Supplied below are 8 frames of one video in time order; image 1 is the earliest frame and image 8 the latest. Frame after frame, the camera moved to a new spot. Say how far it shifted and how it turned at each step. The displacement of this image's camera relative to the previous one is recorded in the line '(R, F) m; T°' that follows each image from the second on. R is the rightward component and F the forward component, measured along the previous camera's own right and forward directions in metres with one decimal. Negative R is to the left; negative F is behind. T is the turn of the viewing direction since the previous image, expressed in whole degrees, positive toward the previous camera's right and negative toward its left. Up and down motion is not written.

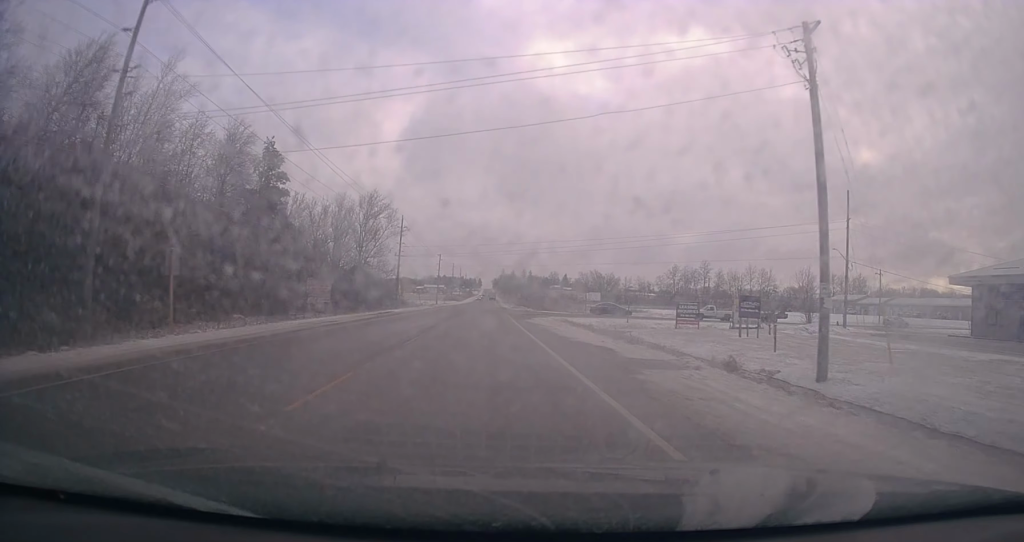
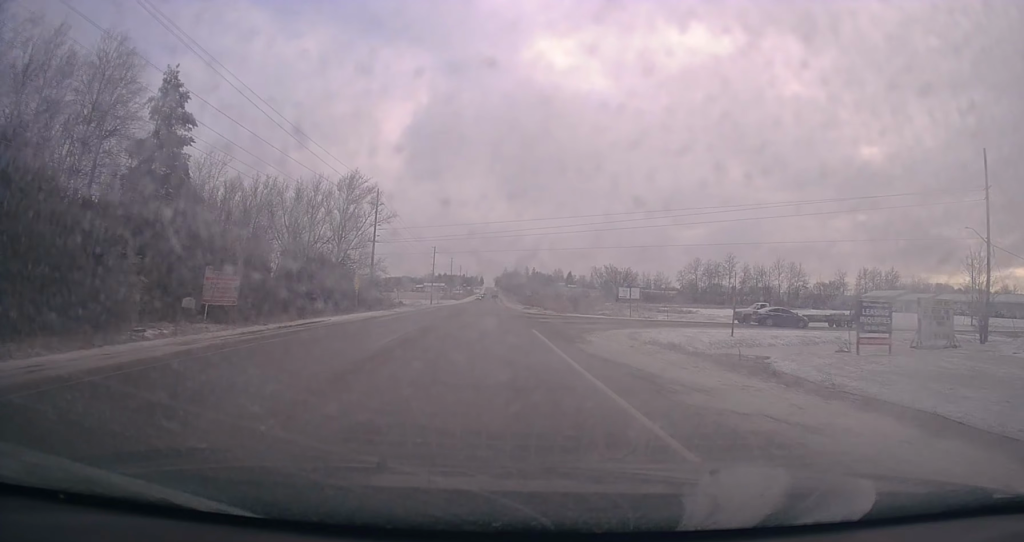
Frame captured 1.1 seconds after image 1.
(+0.2, +22.7) m; +1°
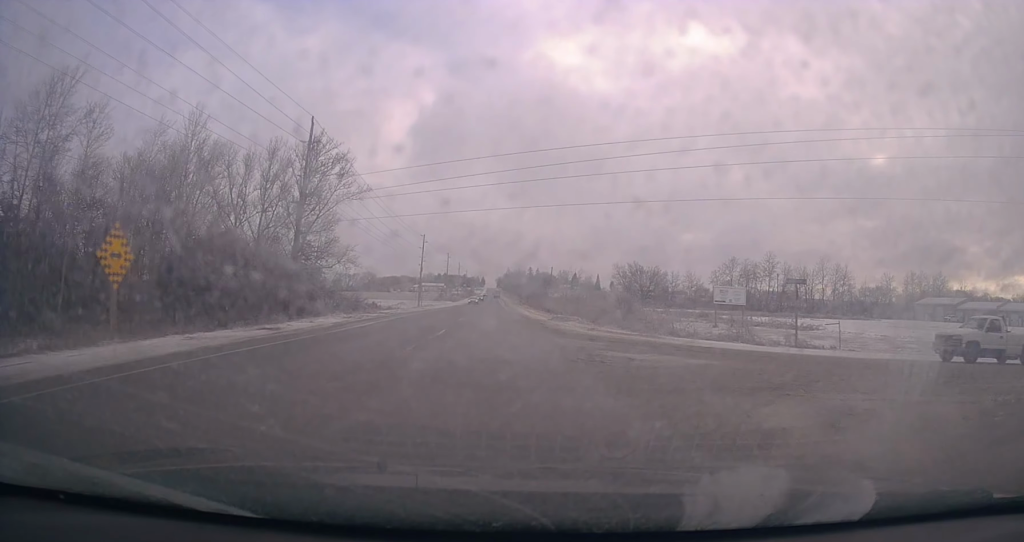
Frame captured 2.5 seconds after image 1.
(0.0, +30.1) m; -1°
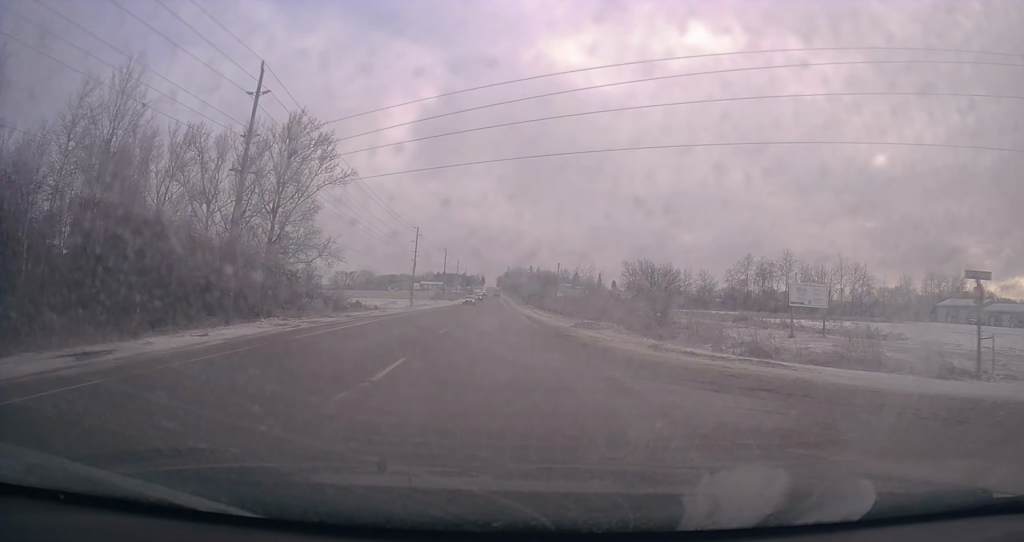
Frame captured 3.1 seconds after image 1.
(-0.2, +10.9) m; -1°
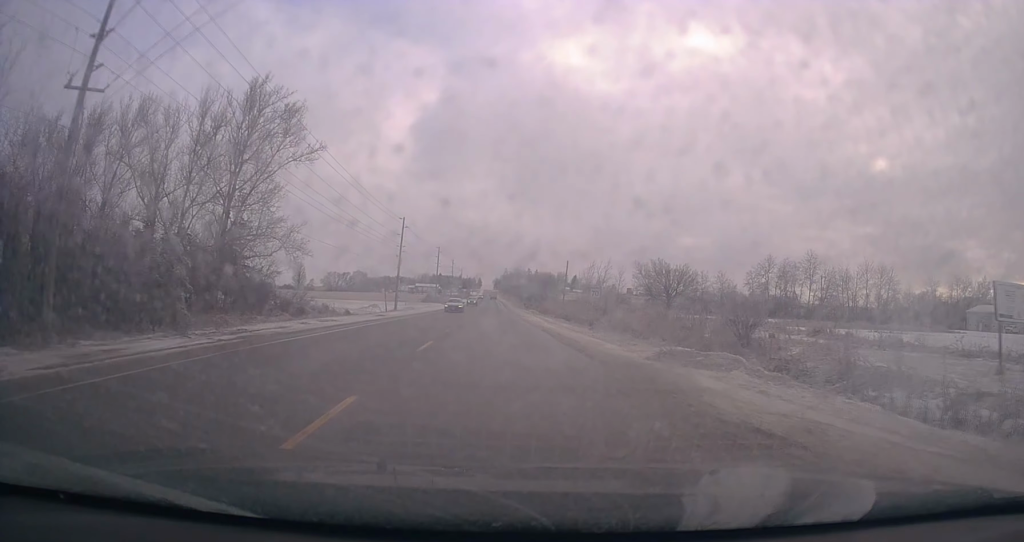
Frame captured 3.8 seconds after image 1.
(-0.1, +15.2) m; 0°
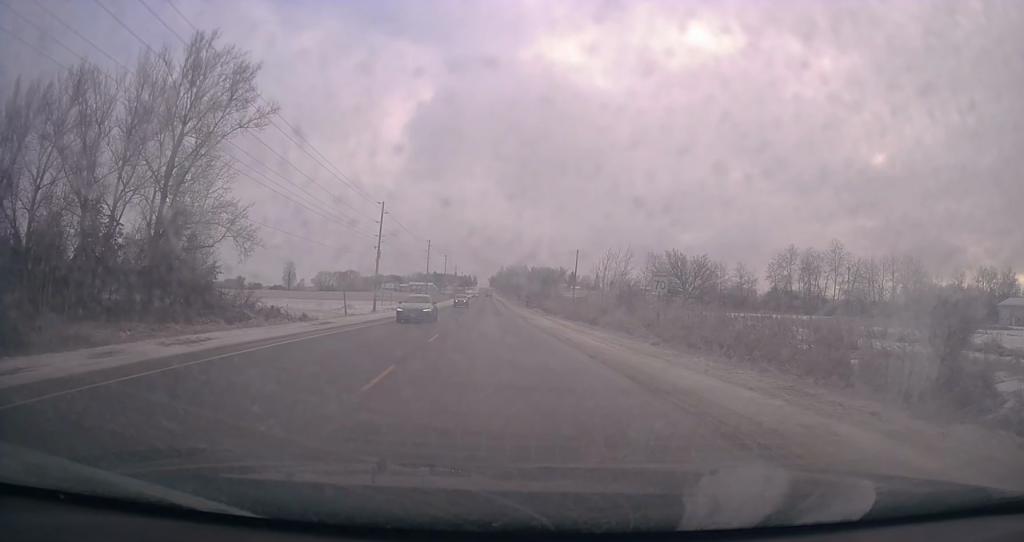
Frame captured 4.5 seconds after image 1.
(0.0, +14.6) m; +1°
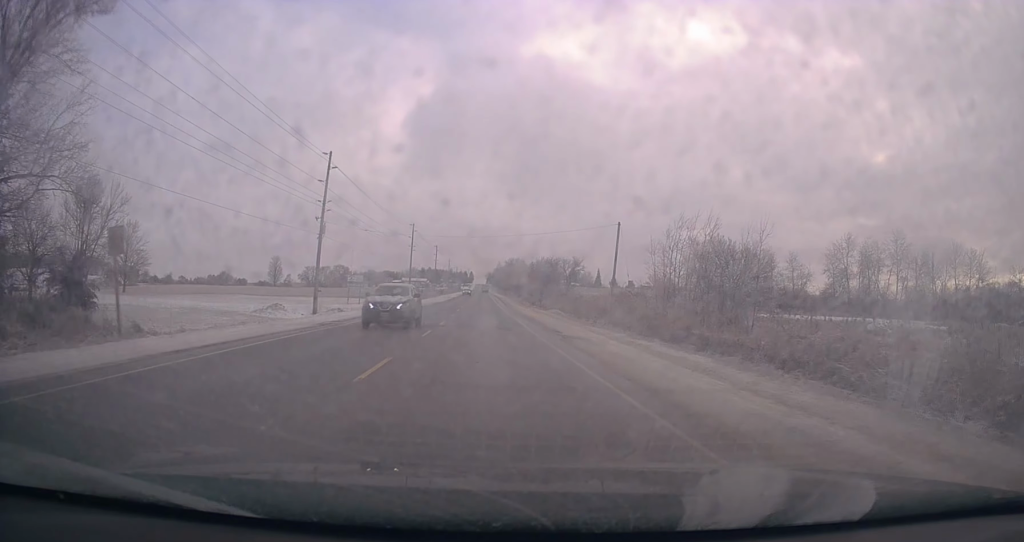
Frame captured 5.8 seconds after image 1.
(+0.5, +26.3) m; 0°
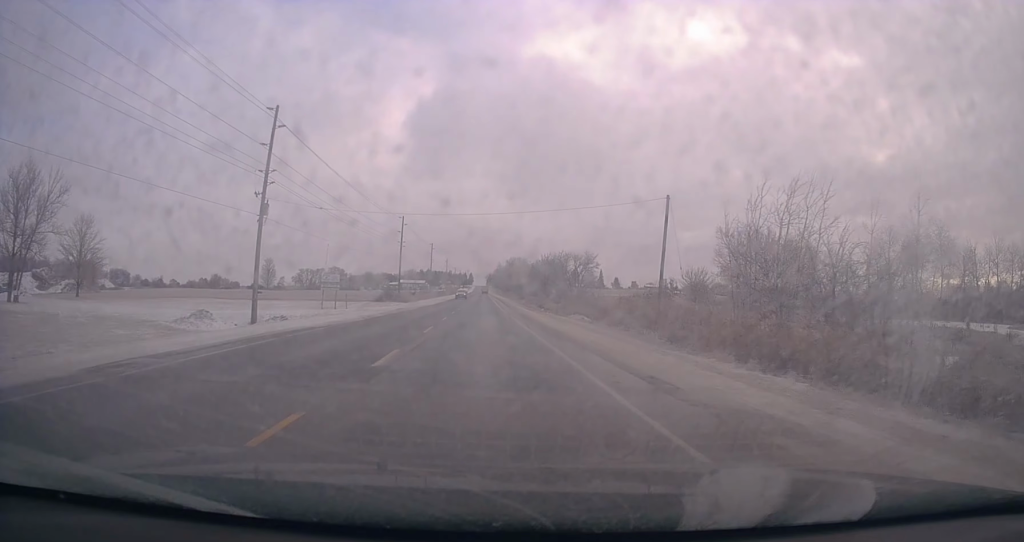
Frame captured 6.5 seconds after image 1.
(0.0, +14.5) m; -1°
